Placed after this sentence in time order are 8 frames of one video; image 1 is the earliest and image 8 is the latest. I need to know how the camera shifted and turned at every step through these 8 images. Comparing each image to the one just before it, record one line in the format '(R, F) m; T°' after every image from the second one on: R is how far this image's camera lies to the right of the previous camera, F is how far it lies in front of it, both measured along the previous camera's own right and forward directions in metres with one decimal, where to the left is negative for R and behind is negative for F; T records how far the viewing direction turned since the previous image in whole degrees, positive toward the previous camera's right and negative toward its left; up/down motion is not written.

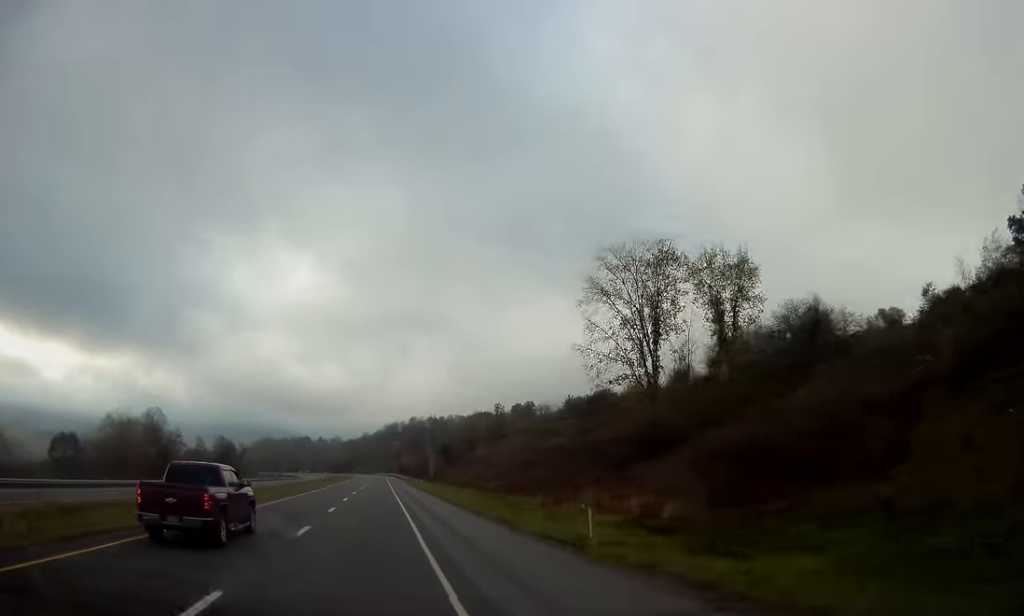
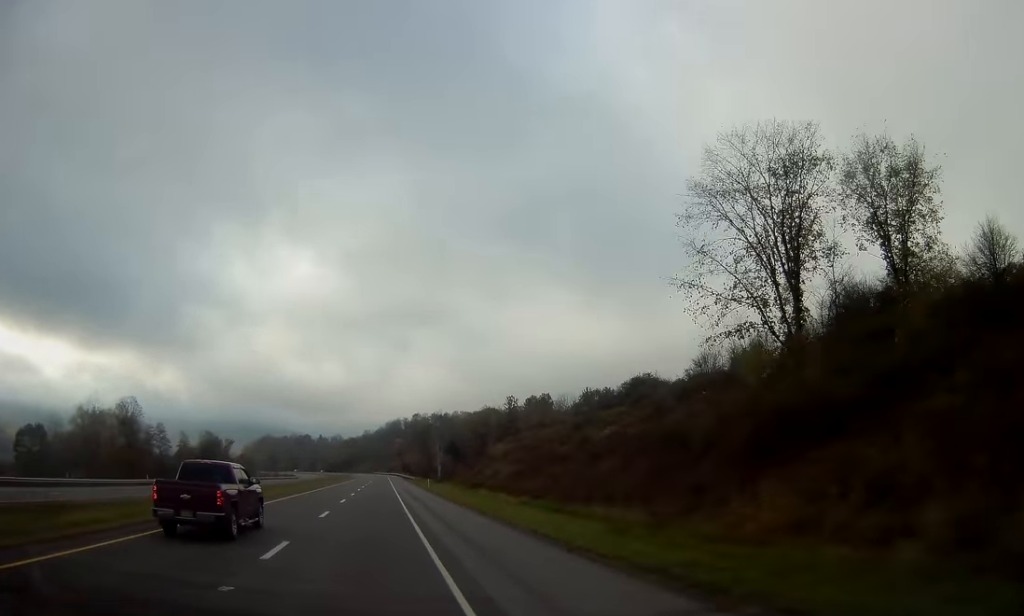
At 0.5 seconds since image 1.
(0.0, +17.1) m; 0°
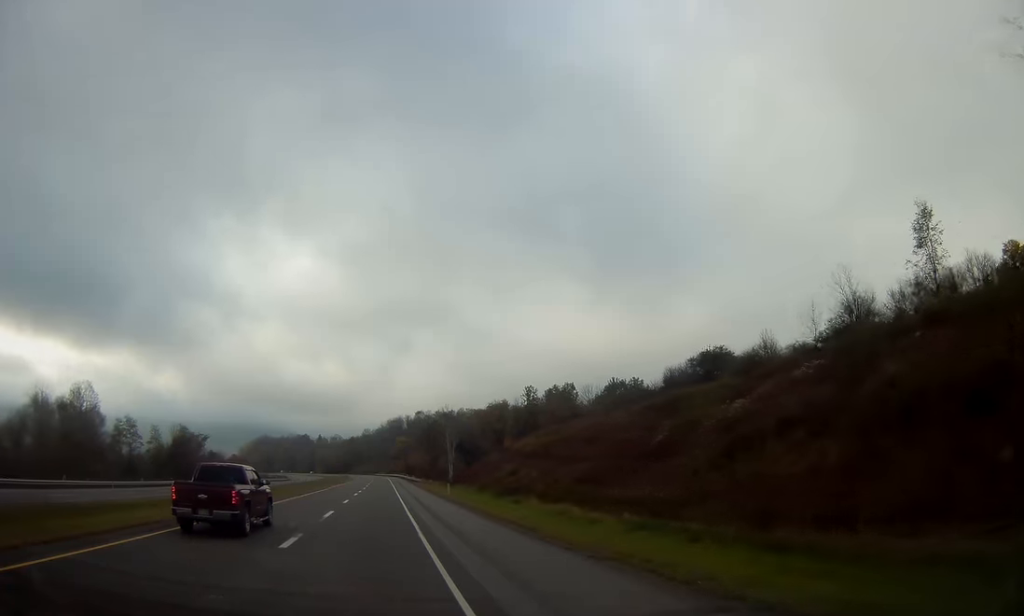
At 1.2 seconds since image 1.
(0.0, +22.4) m; 0°
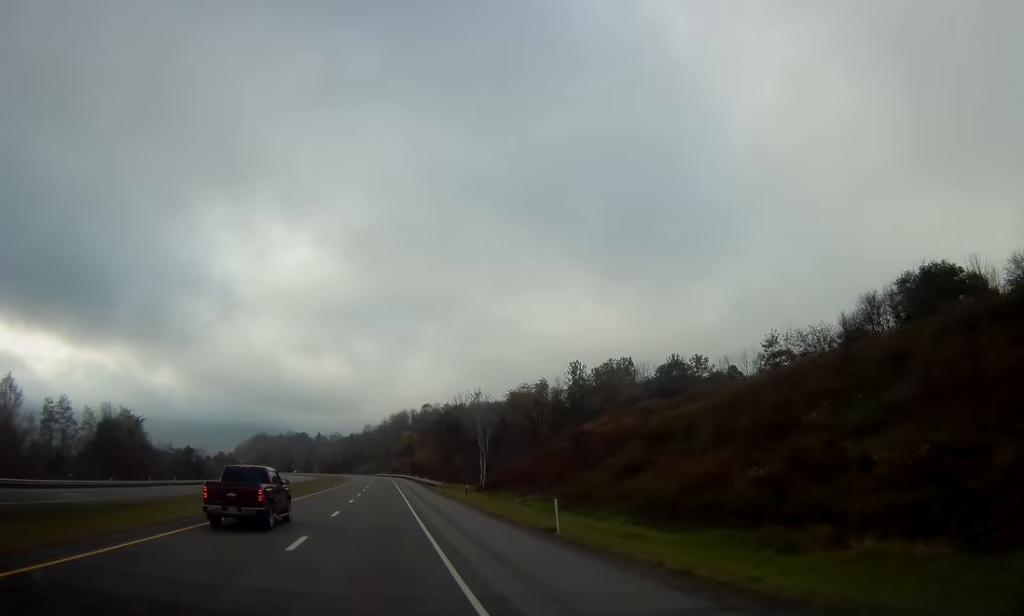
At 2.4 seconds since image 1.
(-0.1, +36.4) m; 0°
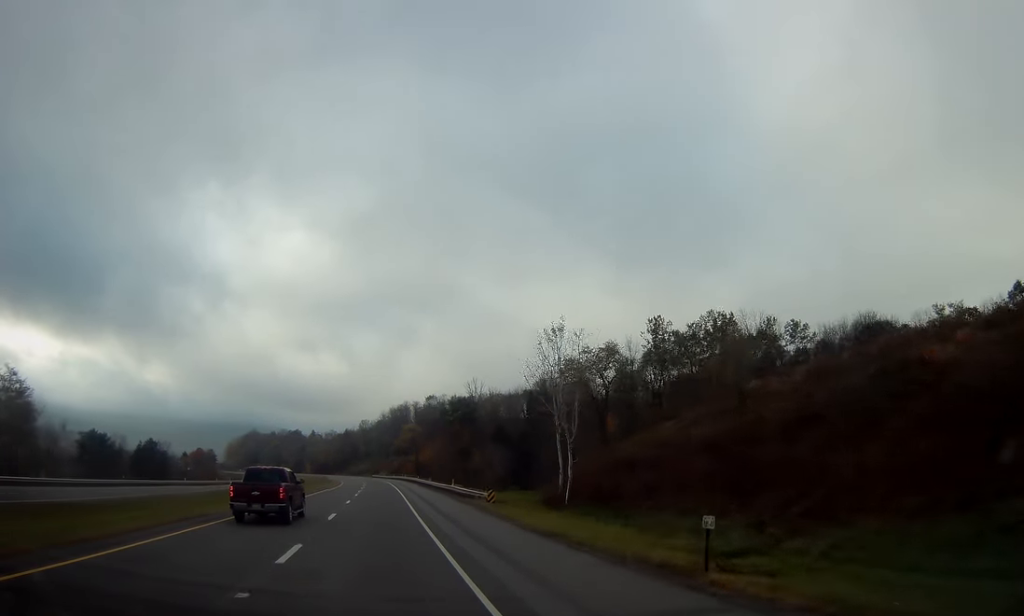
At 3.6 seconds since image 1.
(0.0, +38.6) m; 0°
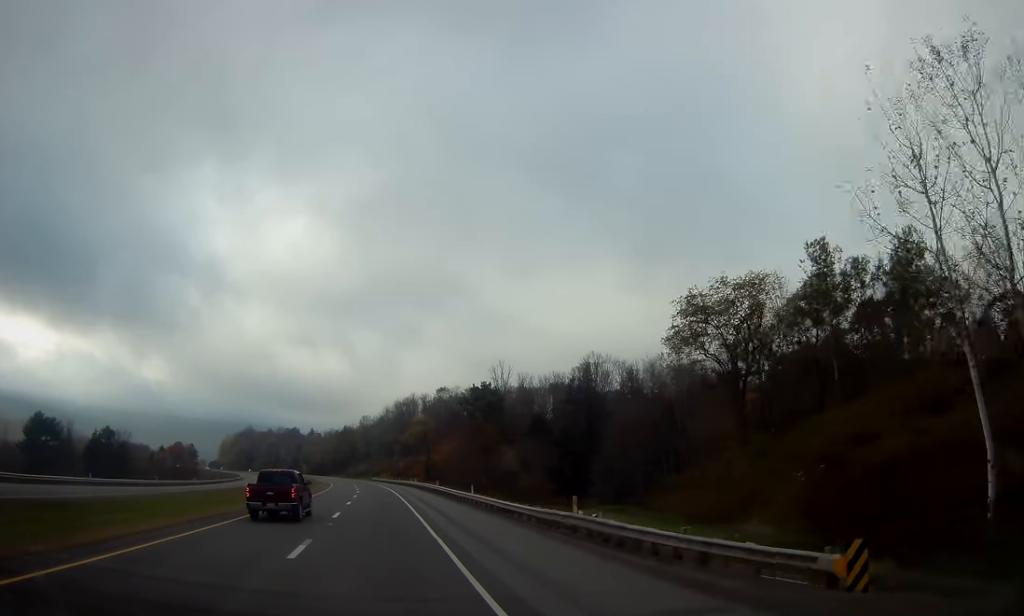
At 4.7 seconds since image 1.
(0.0, +35.3) m; -1°
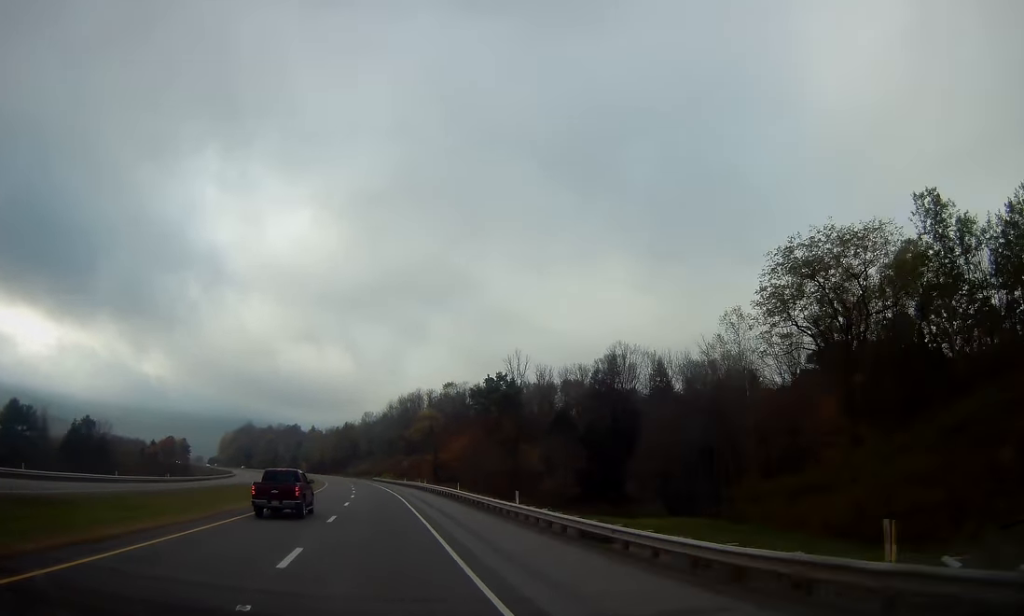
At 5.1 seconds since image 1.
(-0.1, +13.9) m; 0°
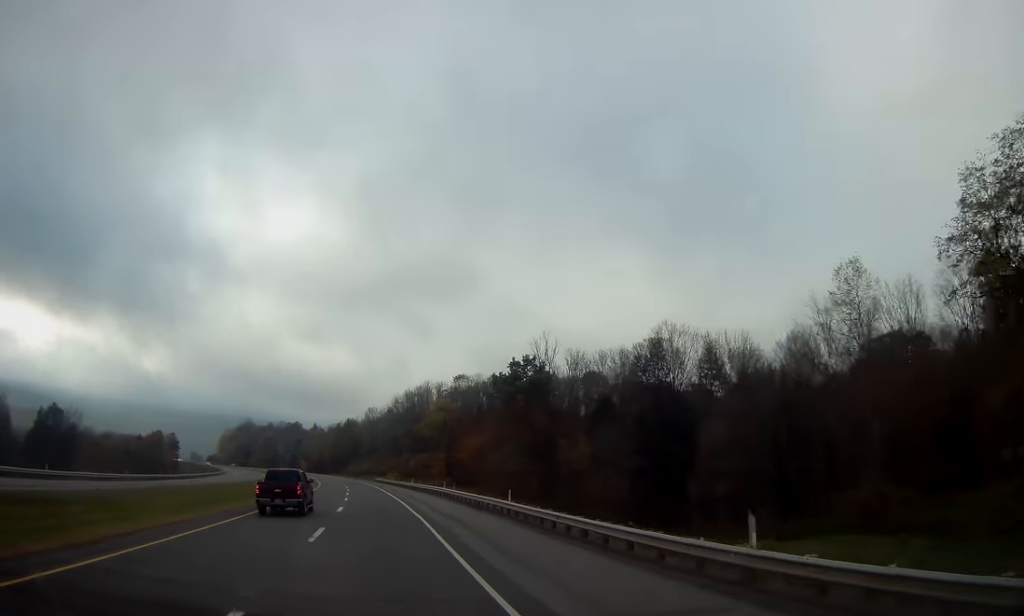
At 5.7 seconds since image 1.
(-0.1, +19.3) m; 0°
